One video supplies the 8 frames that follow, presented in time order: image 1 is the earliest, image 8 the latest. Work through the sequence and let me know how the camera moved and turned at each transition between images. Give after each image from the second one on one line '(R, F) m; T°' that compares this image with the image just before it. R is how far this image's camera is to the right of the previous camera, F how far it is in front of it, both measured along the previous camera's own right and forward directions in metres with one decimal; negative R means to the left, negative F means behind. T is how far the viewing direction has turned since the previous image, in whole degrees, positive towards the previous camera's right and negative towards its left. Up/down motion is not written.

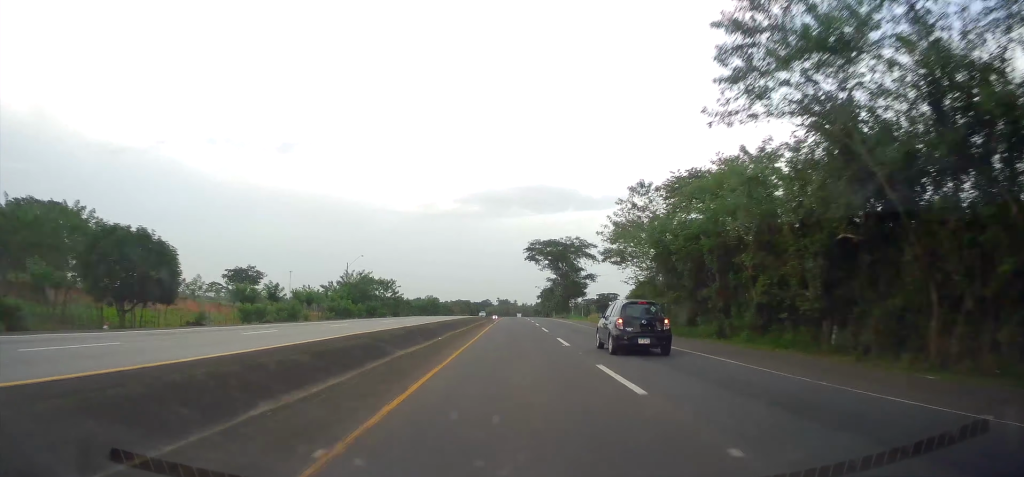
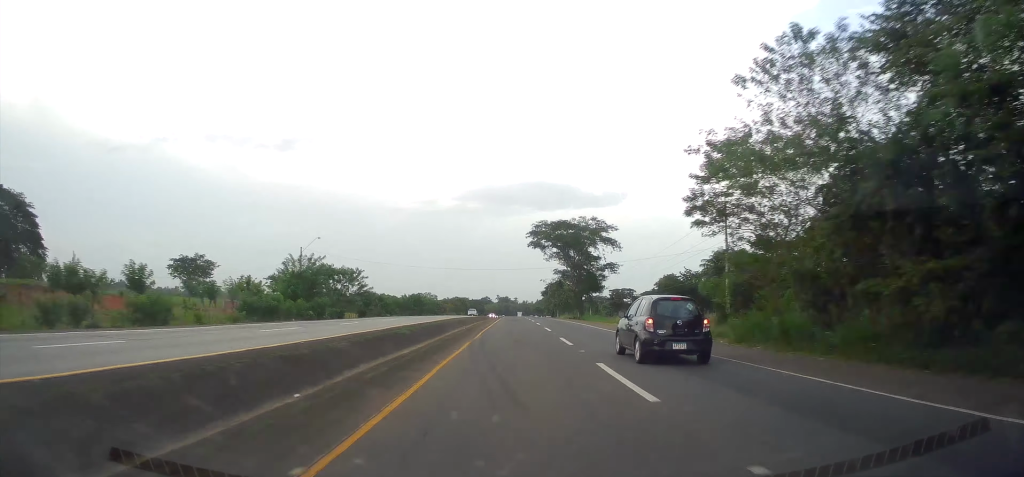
(+0.1, +23.3) m; 0°
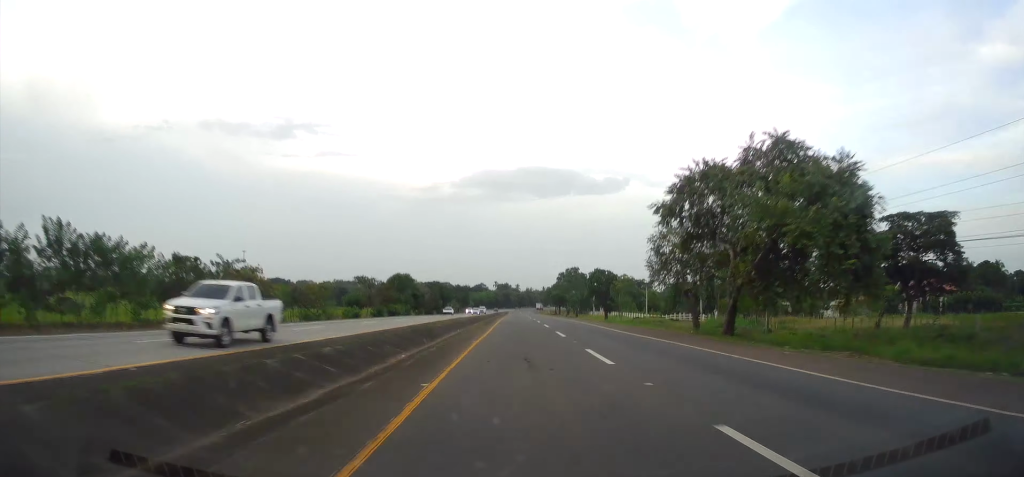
(-0.7, +120.8) m; -1°
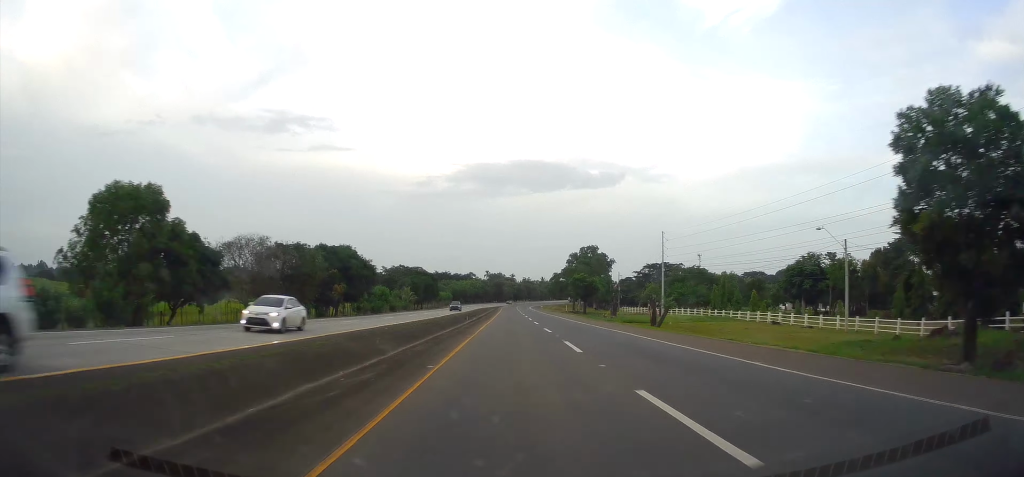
(+0.9, +76.6) m; +1°
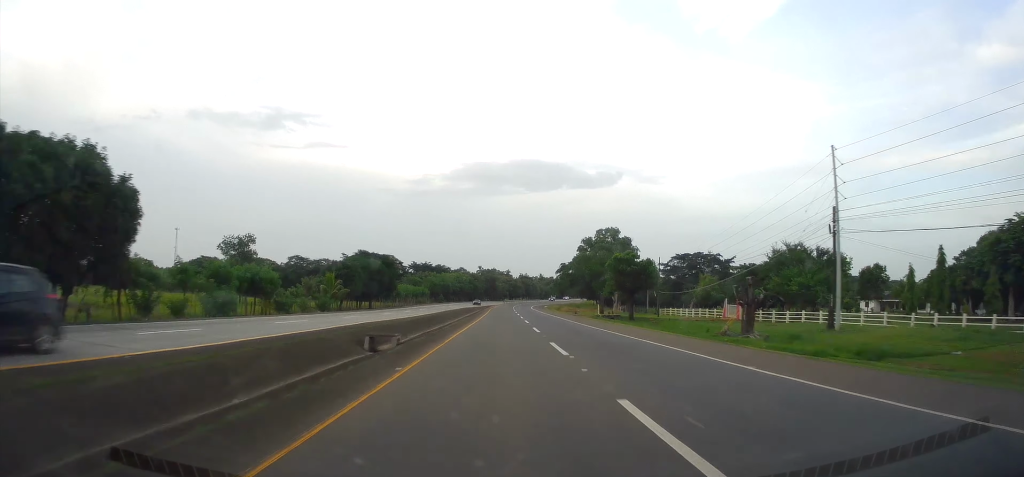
(0.0, +47.1) m; 0°
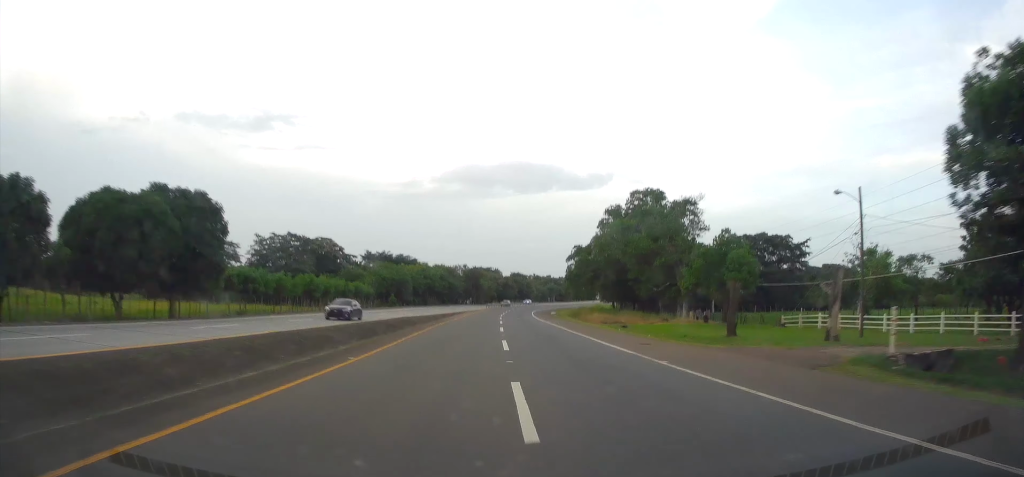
(+0.1, +53.9) m; +1°
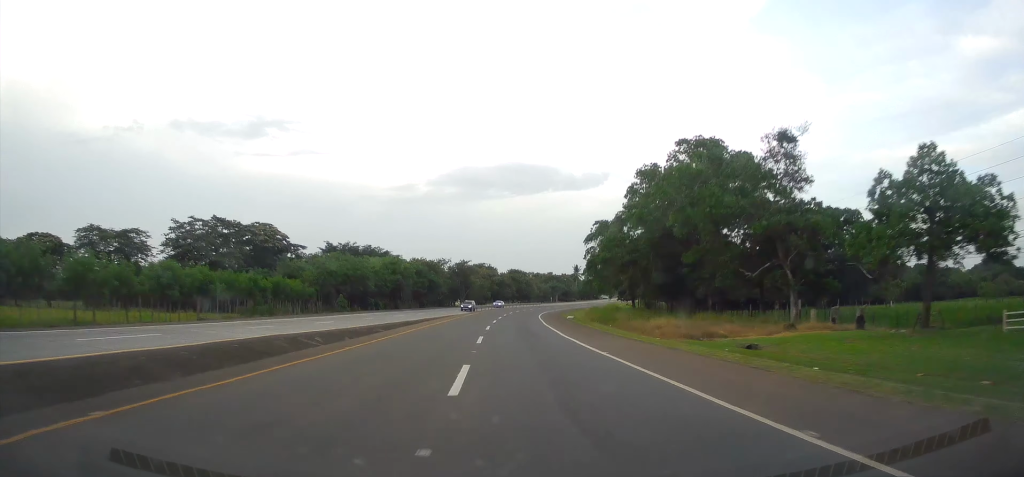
(+0.1, +30.5) m; +1°
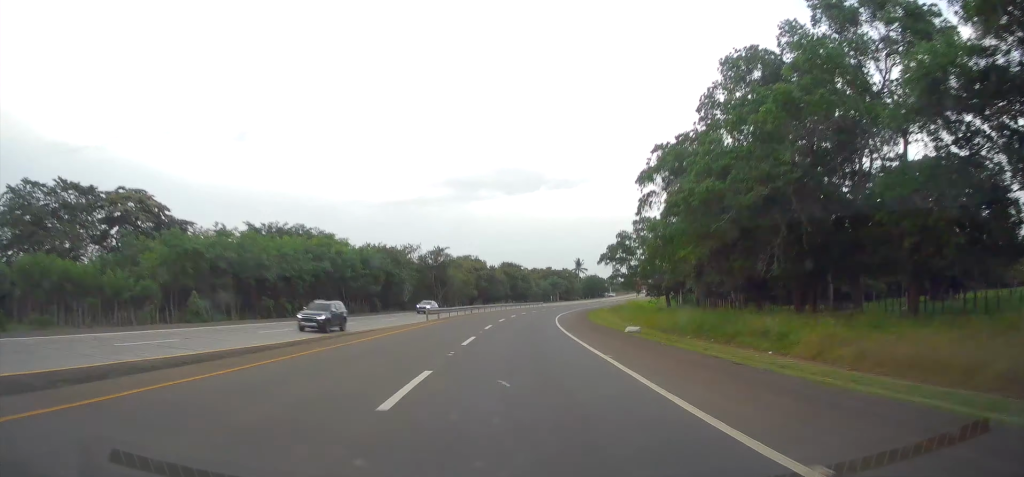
(+0.2, +35.1) m; +2°
